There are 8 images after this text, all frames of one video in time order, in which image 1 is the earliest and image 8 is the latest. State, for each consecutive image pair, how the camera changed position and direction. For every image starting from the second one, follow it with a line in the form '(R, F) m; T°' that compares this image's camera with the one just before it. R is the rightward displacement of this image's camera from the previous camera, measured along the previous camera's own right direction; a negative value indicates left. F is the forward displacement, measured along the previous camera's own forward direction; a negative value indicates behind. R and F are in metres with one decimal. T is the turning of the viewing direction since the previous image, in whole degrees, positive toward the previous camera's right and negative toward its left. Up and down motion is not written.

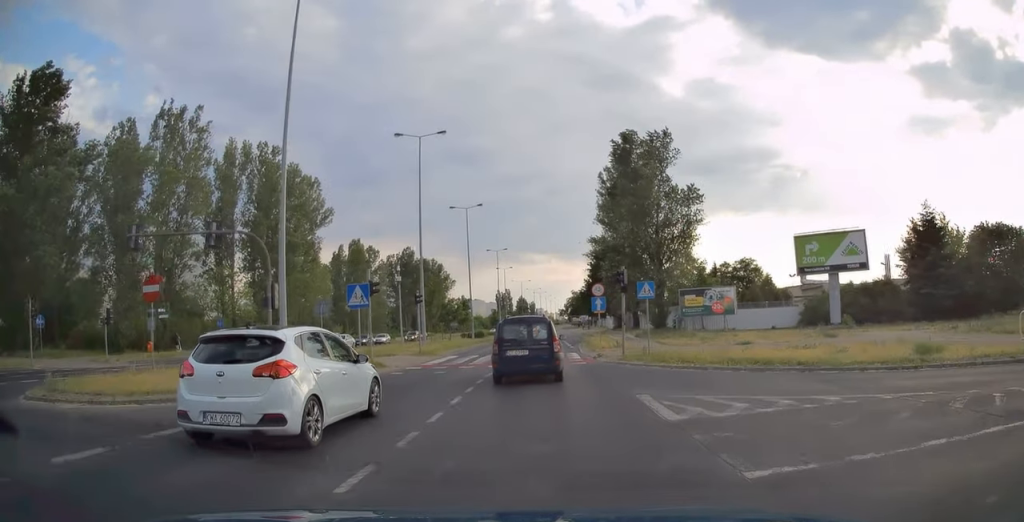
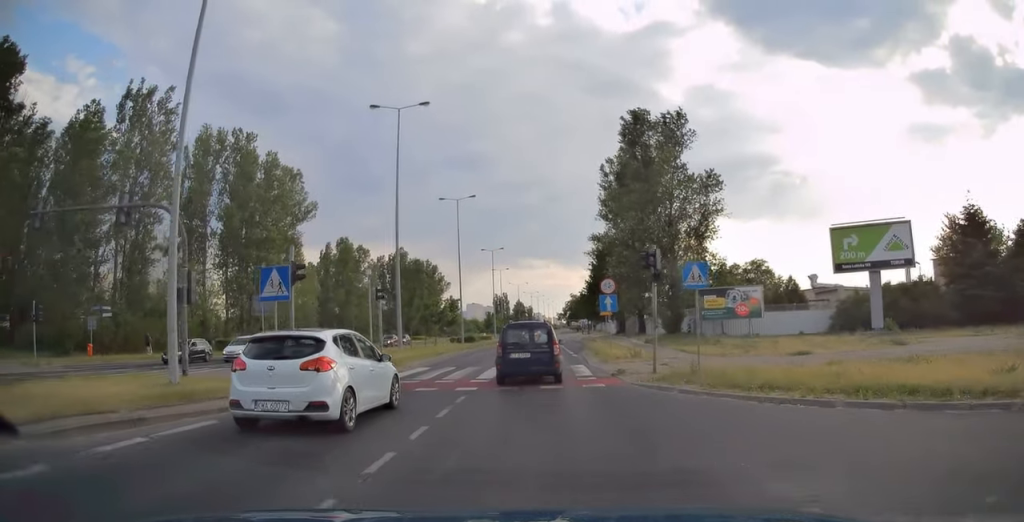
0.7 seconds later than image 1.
(-0.1, +7.0) m; 0°
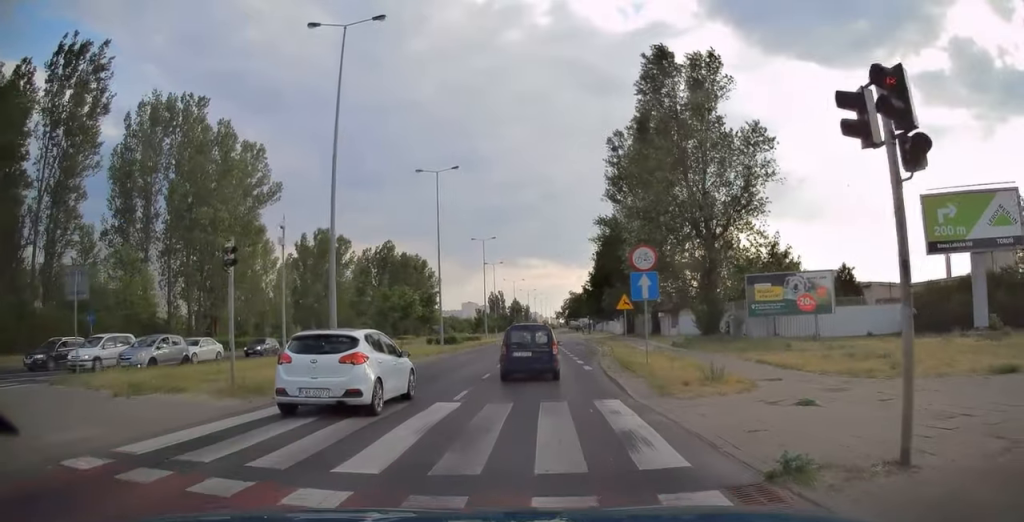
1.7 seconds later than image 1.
(0.0, +11.7) m; +1°
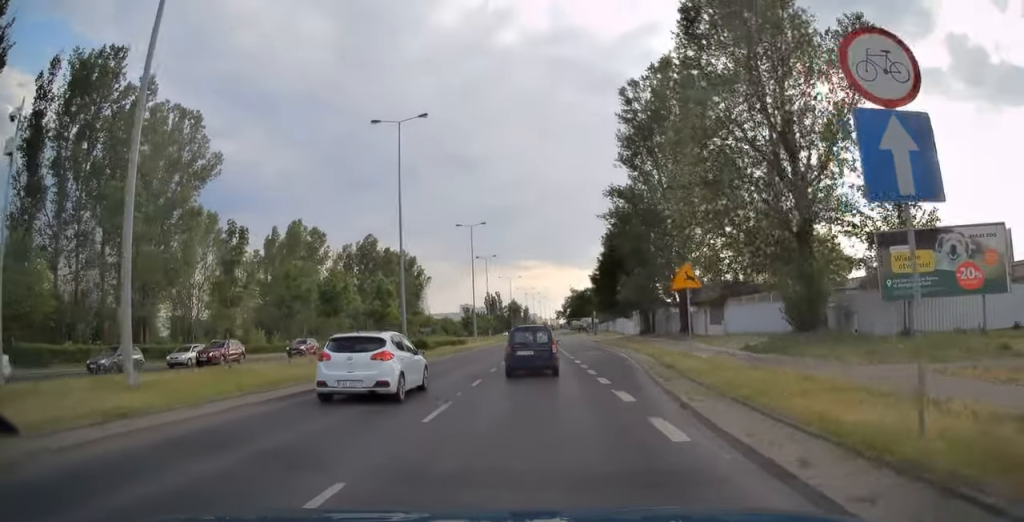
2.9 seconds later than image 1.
(+0.2, +14.2) m; +2°
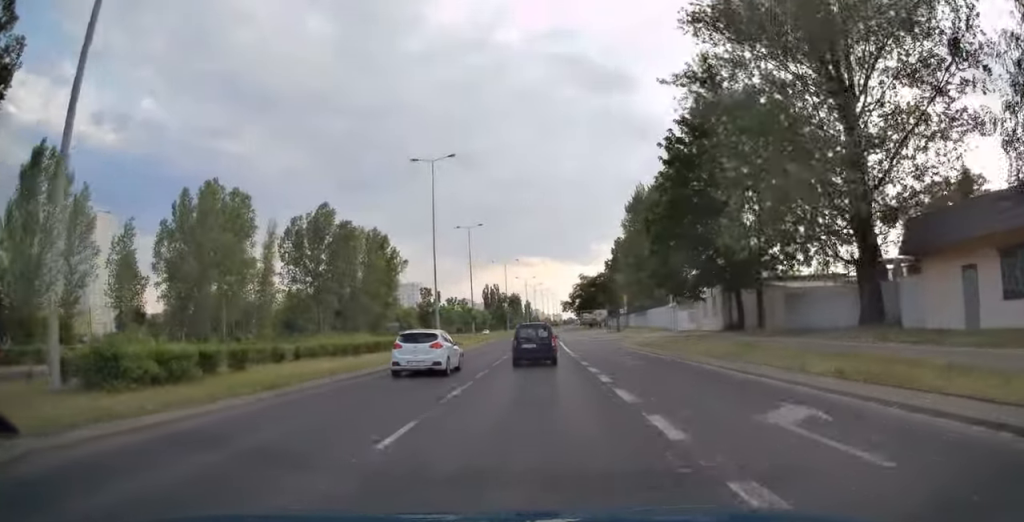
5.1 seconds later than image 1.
(-0.2, +31.0) m; -2°
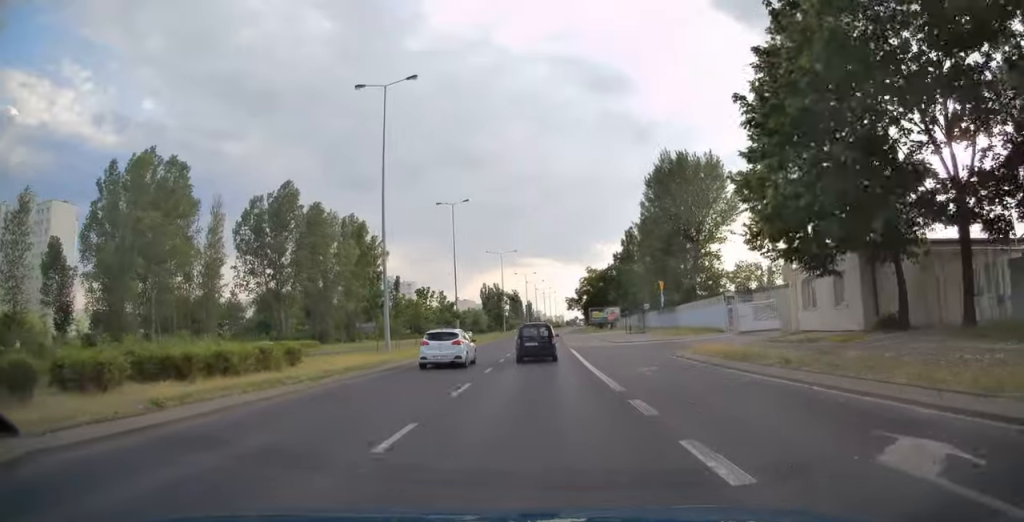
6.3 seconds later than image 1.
(-0.1, +17.6) m; +1°
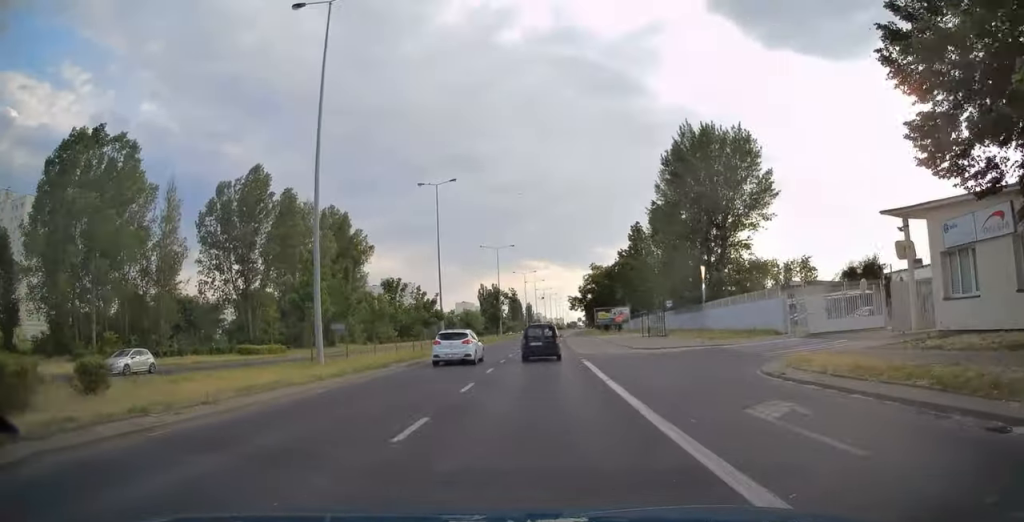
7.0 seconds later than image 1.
(+0.4, +10.9) m; 0°
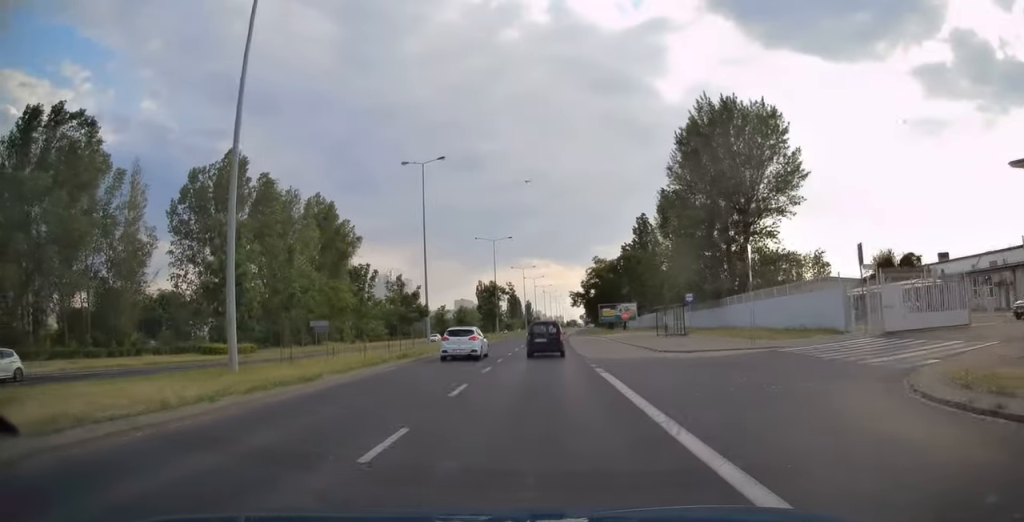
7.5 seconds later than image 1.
(-0.1, +7.2) m; 0°
